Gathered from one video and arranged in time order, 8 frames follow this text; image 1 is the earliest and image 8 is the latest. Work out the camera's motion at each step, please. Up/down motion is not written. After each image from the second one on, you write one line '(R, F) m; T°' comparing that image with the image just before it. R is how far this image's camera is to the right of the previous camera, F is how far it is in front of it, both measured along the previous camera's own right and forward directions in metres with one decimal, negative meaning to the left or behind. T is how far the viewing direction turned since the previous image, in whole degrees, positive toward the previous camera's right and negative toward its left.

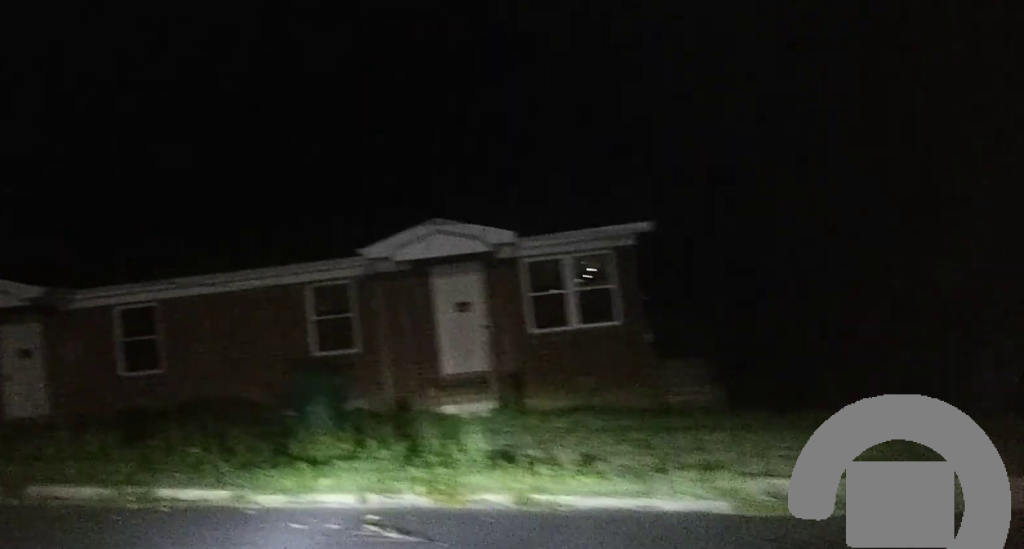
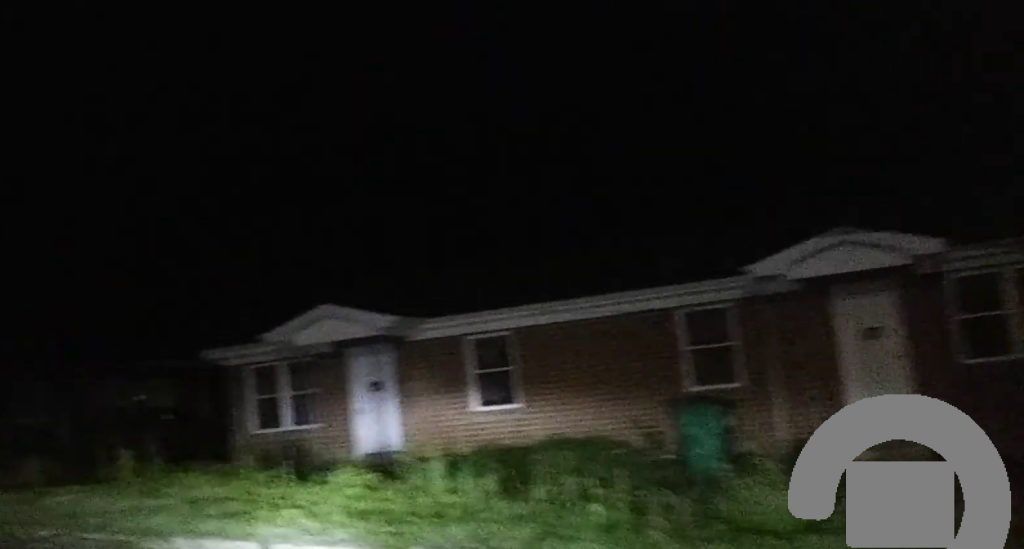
(-0.2, +2.0) m; -13°
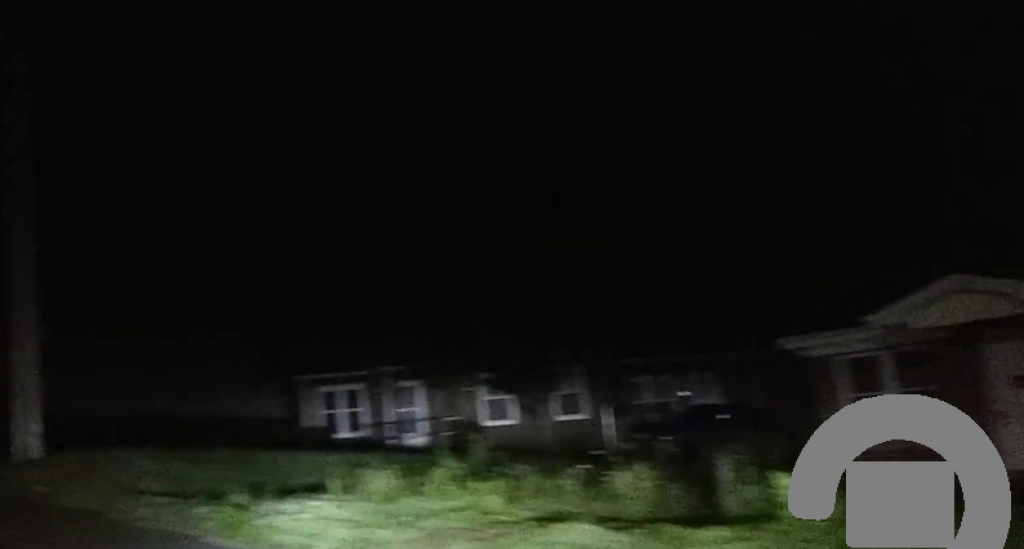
(-0.6, +3.5) m; -27°
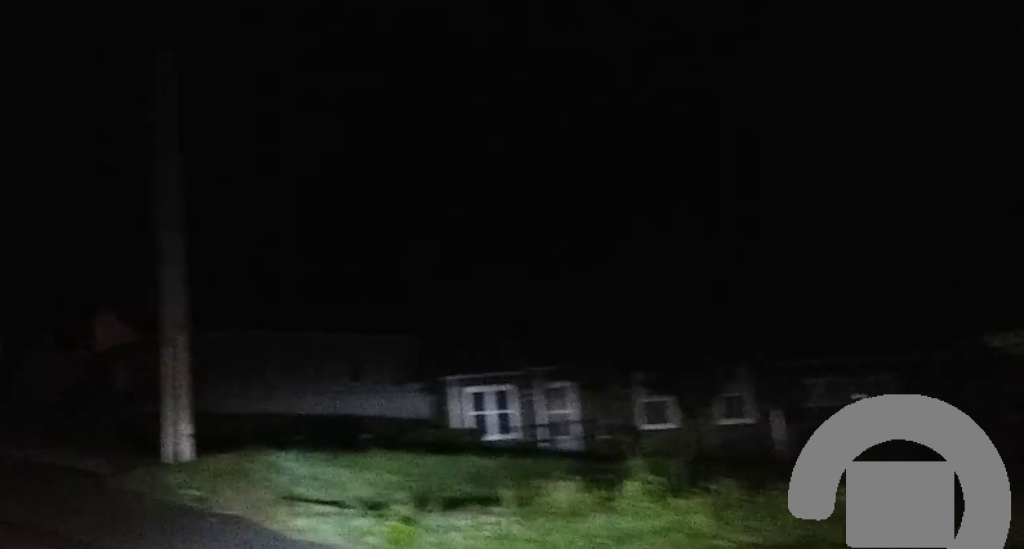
(-0.3, +1.3) m; -8°
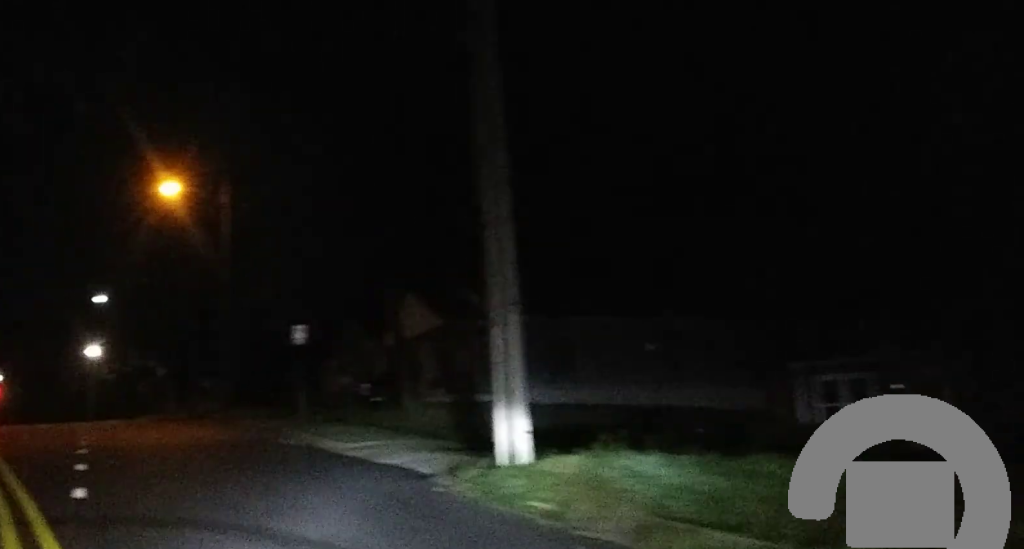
(-0.4, +2.7) m; -14°
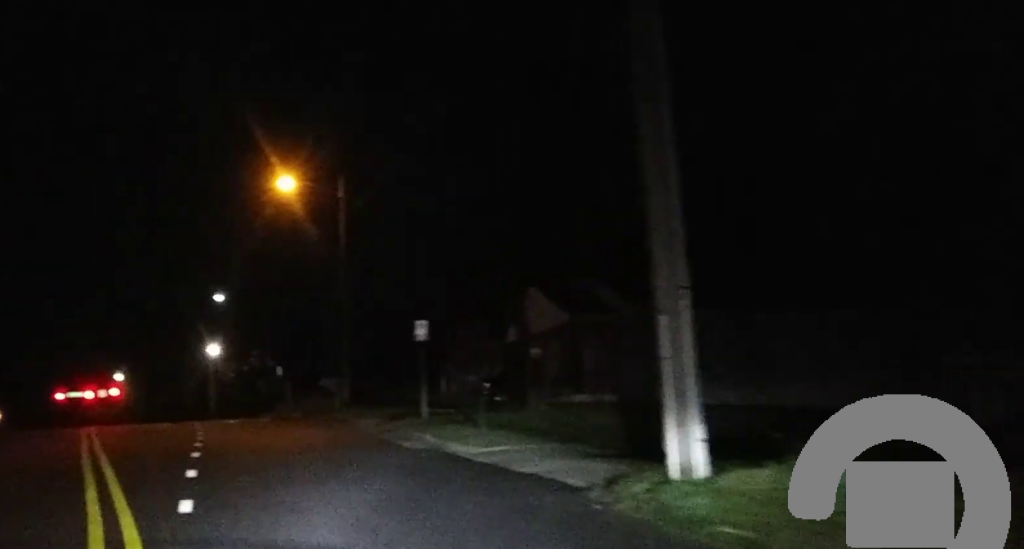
(0.0, +1.7) m; -6°
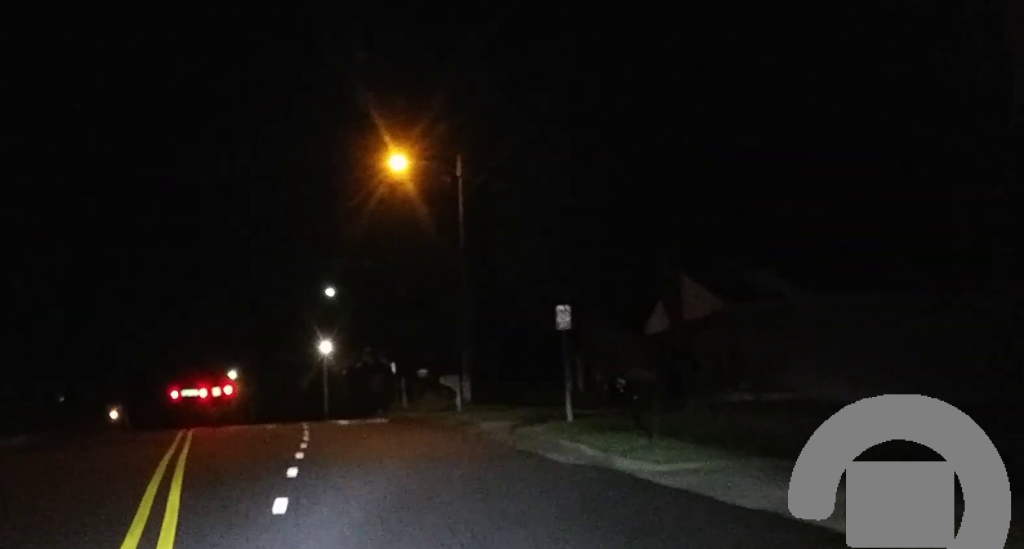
(-0.5, +4.2) m; -8°
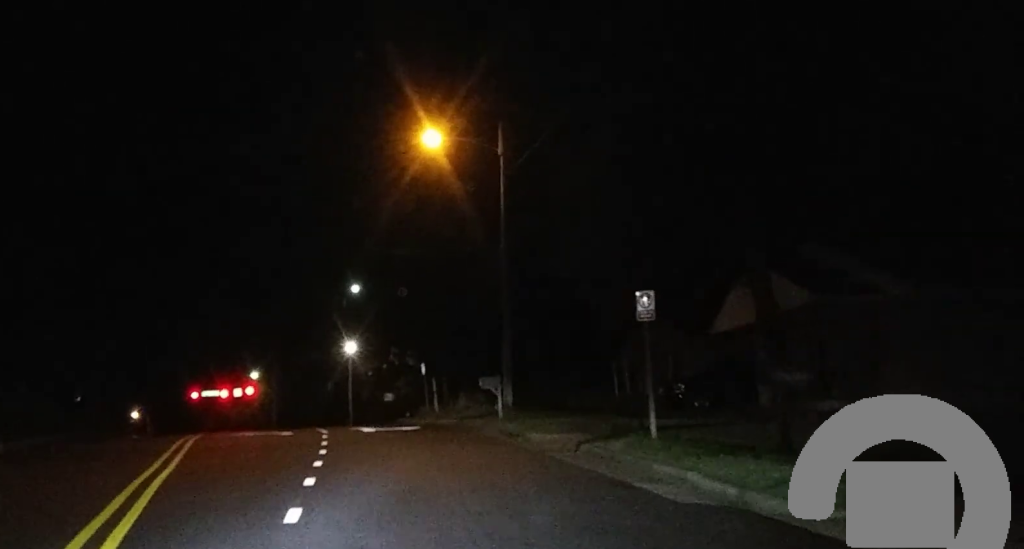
(0.0, +4.5) m; -2°
